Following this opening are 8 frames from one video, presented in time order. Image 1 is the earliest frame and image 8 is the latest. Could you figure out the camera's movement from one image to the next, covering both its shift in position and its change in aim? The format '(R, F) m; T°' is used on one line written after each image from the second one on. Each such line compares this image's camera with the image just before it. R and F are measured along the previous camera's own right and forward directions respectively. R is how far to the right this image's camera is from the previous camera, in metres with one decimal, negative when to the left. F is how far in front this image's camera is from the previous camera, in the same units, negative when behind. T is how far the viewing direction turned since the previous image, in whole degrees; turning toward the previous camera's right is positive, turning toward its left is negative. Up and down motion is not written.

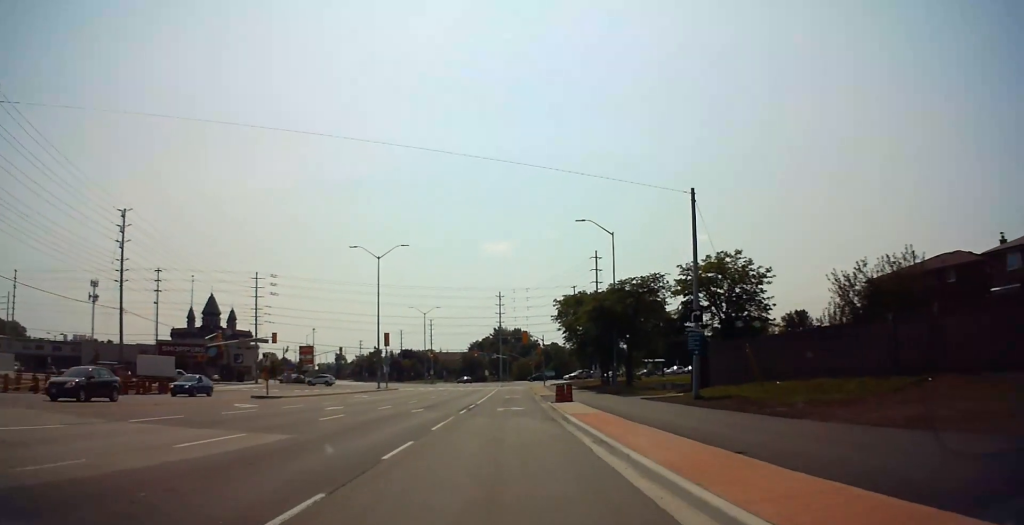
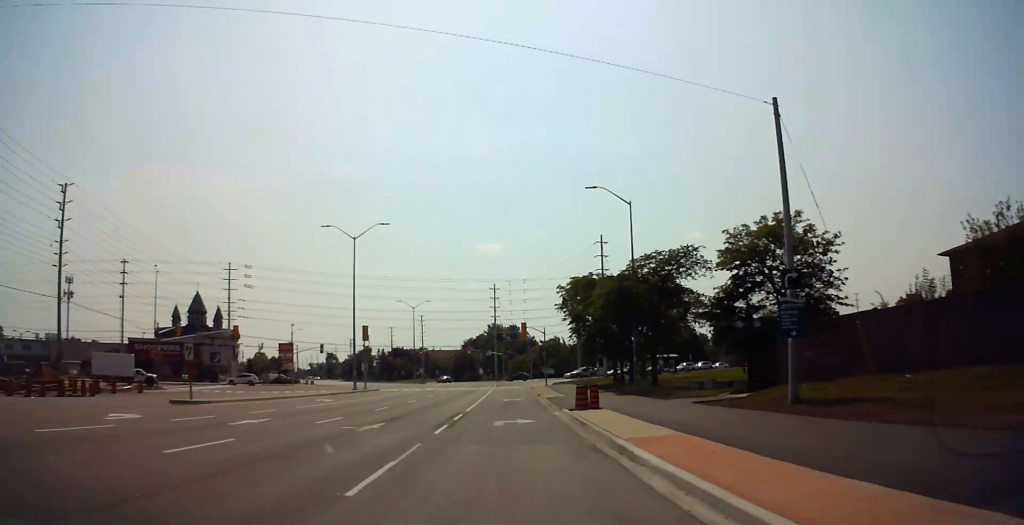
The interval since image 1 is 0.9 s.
(0.0, +10.5) m; 0°
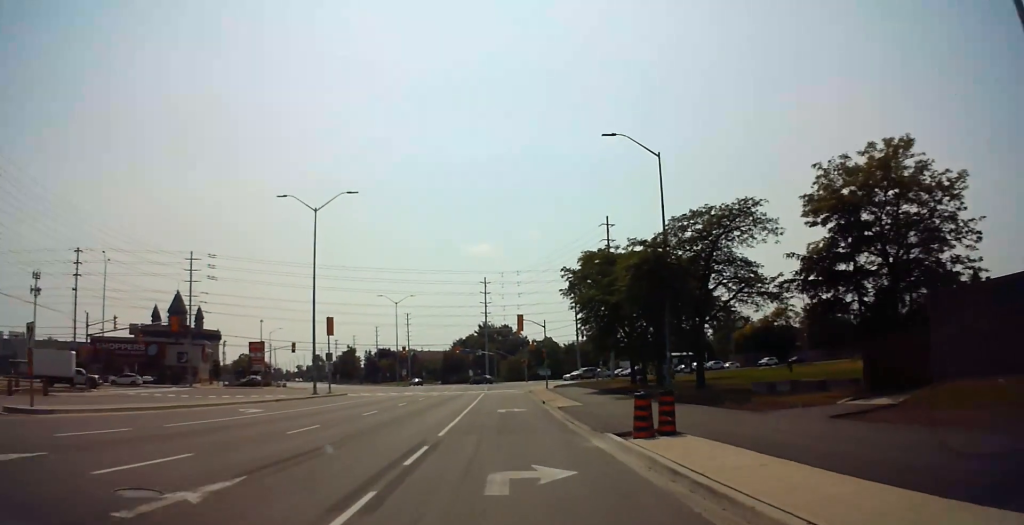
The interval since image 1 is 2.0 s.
(+0.1, +12.1) m; +1°
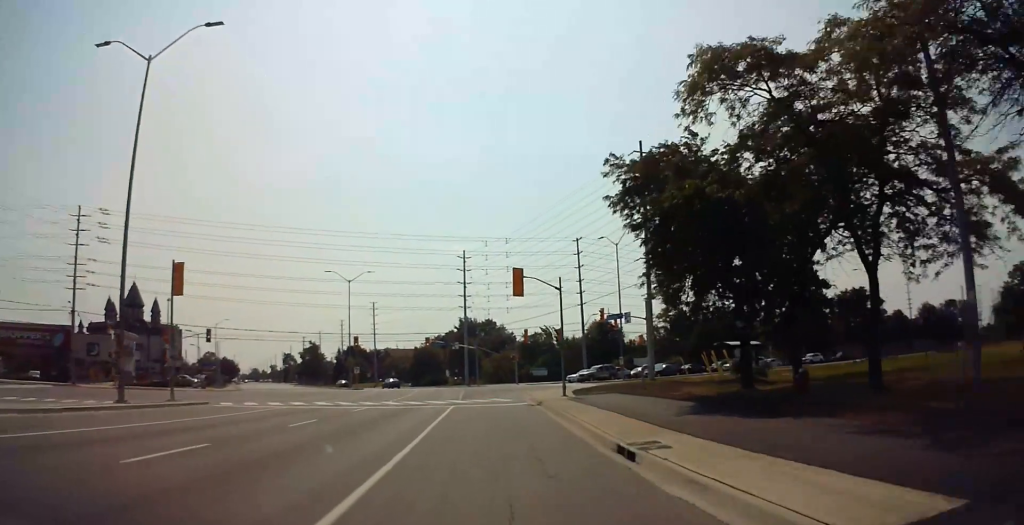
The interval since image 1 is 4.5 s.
(+1.1, +28.5) m; +9°
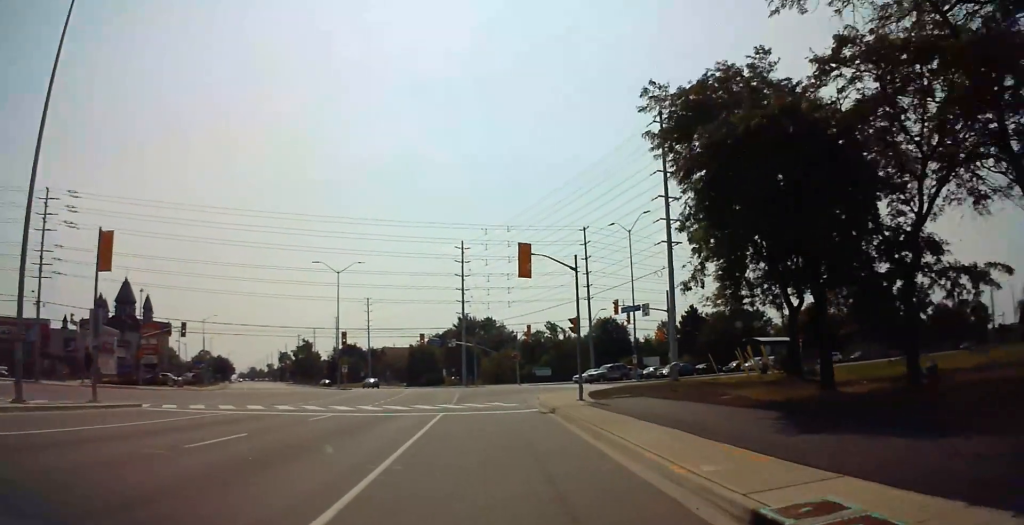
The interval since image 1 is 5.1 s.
(+0.3, +7.3) m; +3°
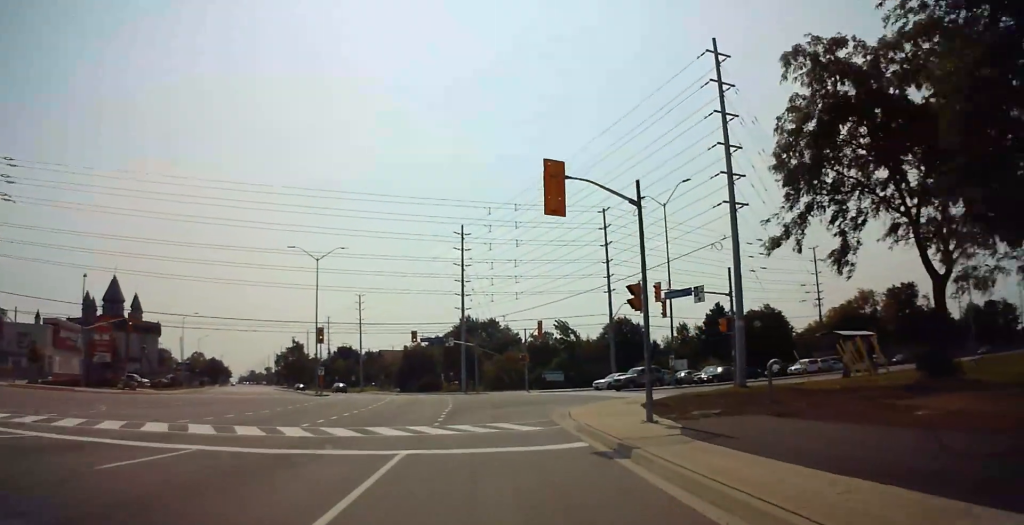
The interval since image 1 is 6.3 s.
(+0.4, +13.1) m; +1°
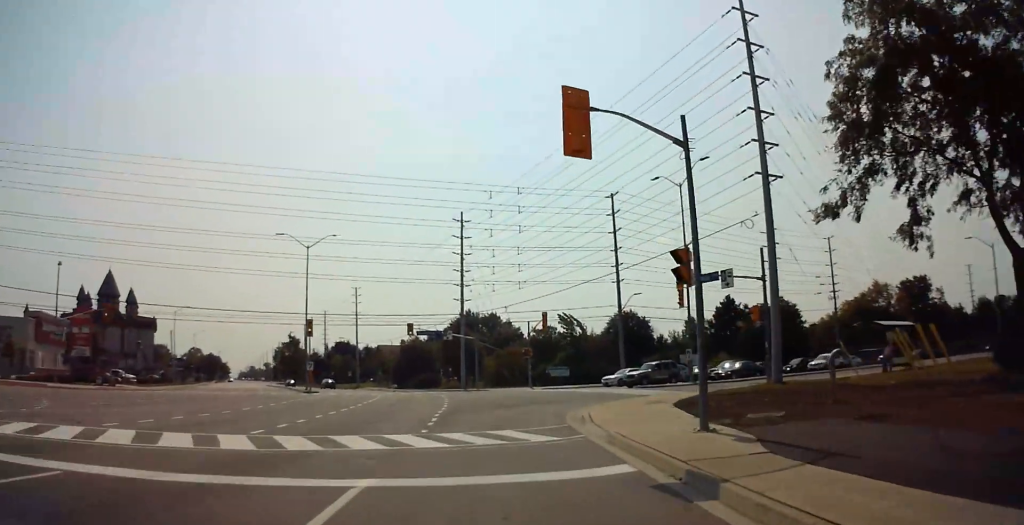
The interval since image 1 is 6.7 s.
(-0.1, +4.8) m; 0°
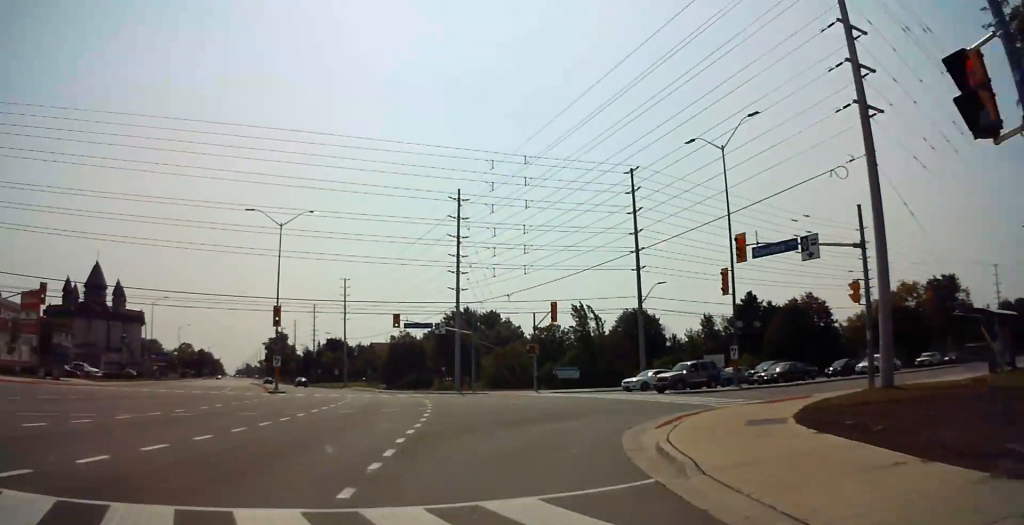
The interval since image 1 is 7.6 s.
(+0.1, +9.9) m; -2°
